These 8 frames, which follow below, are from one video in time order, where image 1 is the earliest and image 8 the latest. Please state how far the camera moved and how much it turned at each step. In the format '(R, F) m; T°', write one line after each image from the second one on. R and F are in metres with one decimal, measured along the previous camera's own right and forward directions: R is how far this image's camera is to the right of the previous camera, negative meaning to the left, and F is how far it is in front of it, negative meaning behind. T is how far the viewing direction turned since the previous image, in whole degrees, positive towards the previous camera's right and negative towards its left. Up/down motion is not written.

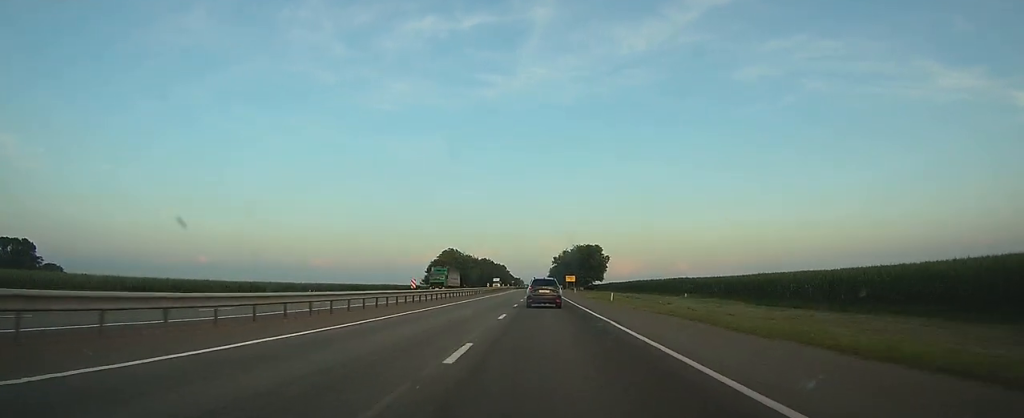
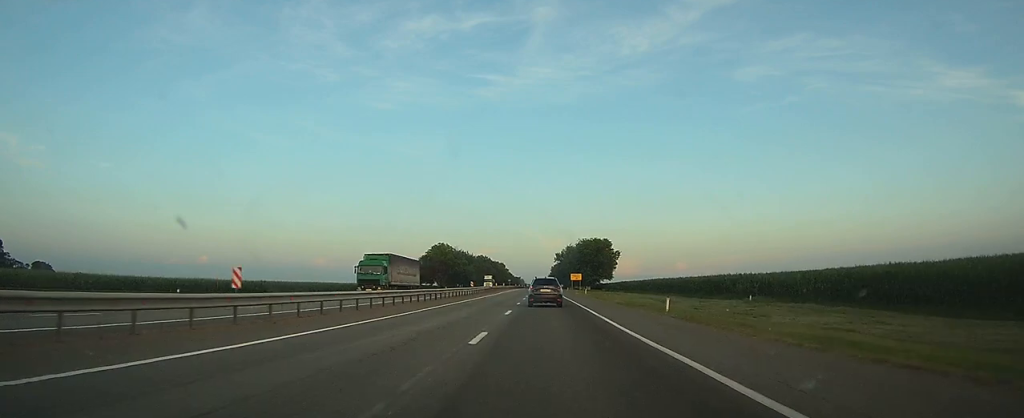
(0.0, +21.0) m; 0°
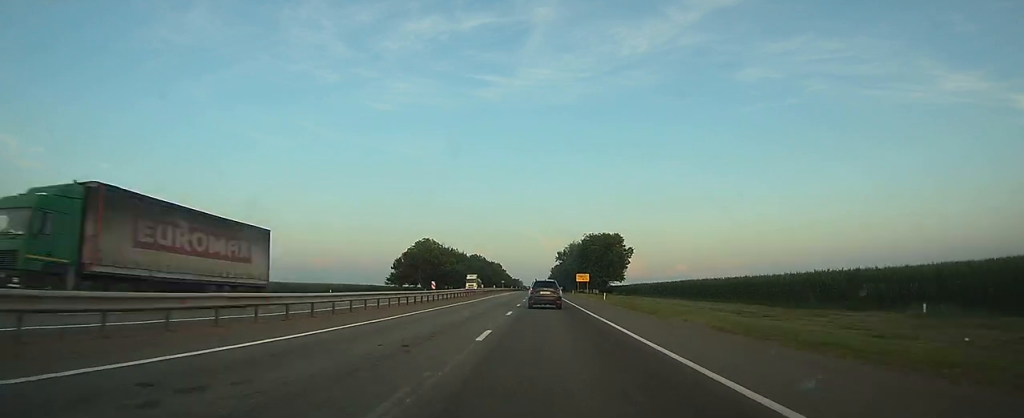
(0.0, +22.9) m; 0°
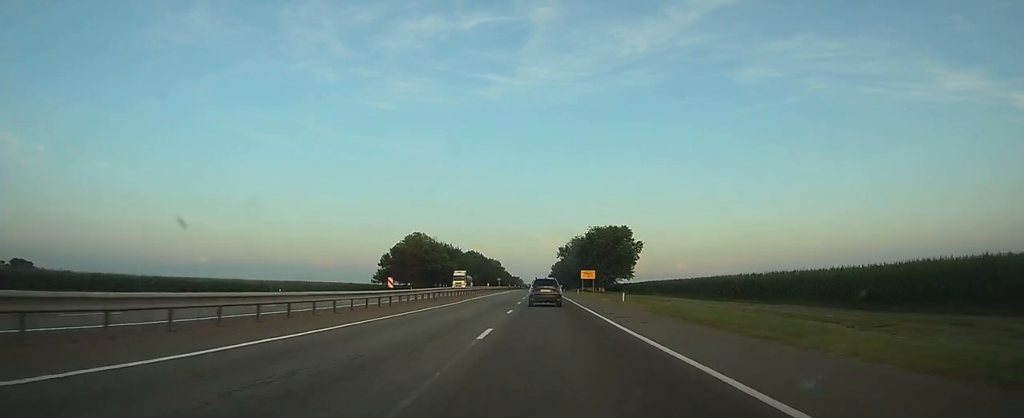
(0.0, +12.0) m; 0°
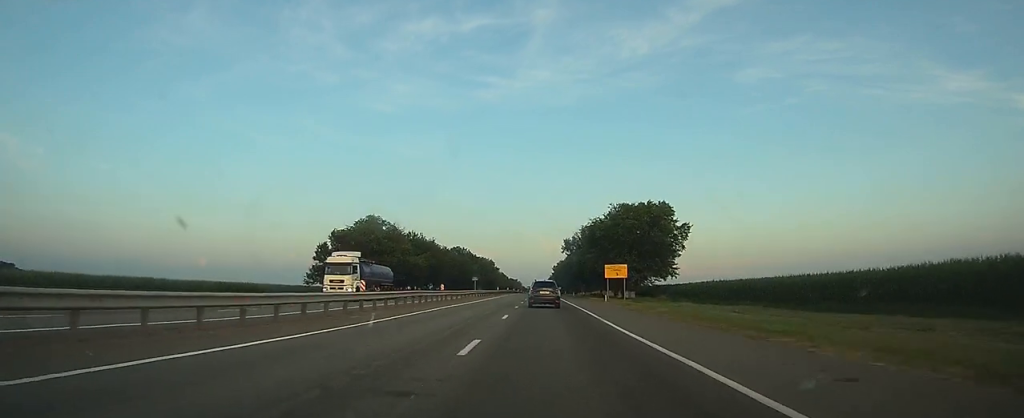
(+0.2, +38.7) m; 0°
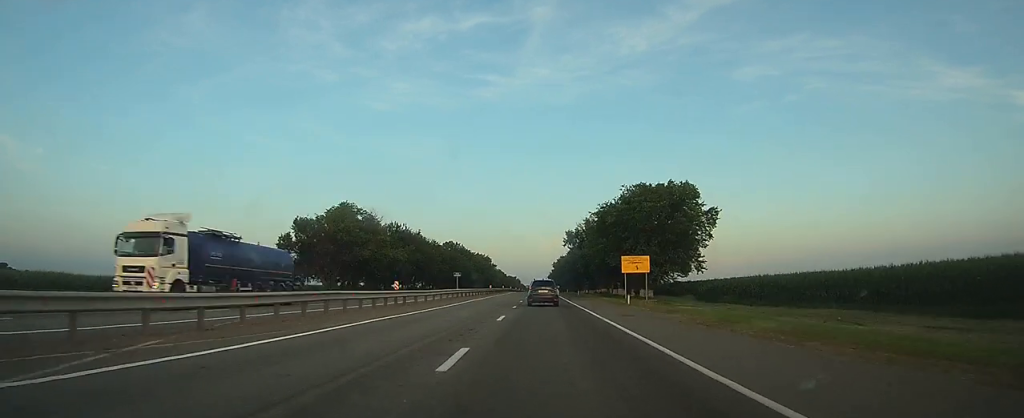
(0.0, +13.9) m; 0°
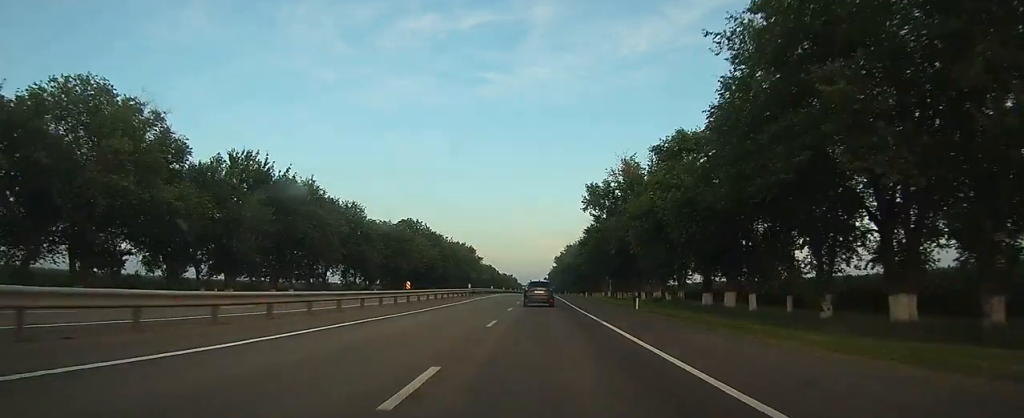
(0.0, +54.8) m; 0°
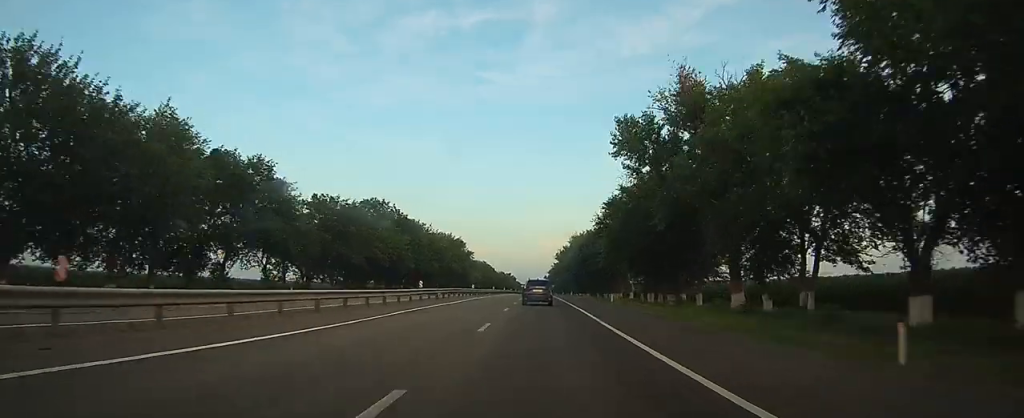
(-0.1, +26.0) m; 0°
